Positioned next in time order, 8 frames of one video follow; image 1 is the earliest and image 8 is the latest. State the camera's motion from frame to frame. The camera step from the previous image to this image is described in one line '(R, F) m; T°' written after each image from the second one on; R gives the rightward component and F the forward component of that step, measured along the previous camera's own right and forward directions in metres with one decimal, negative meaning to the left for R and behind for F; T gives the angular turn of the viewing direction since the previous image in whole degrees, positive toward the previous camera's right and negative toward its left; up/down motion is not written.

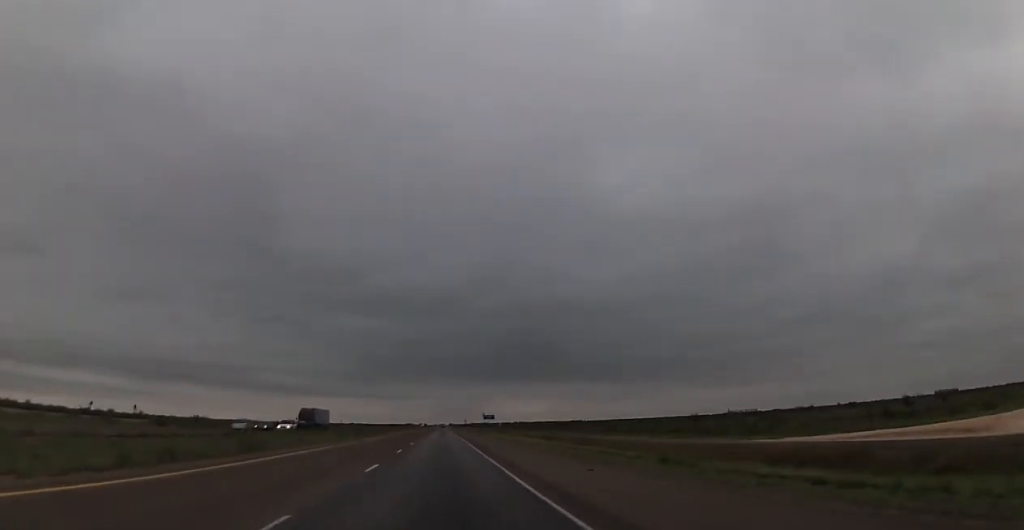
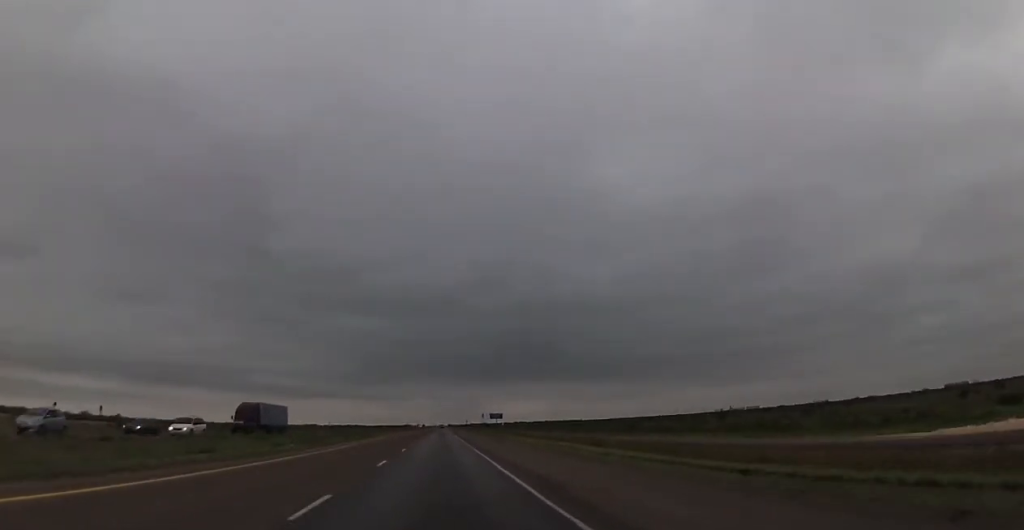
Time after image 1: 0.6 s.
(+0.1, +20.8) m; 0°
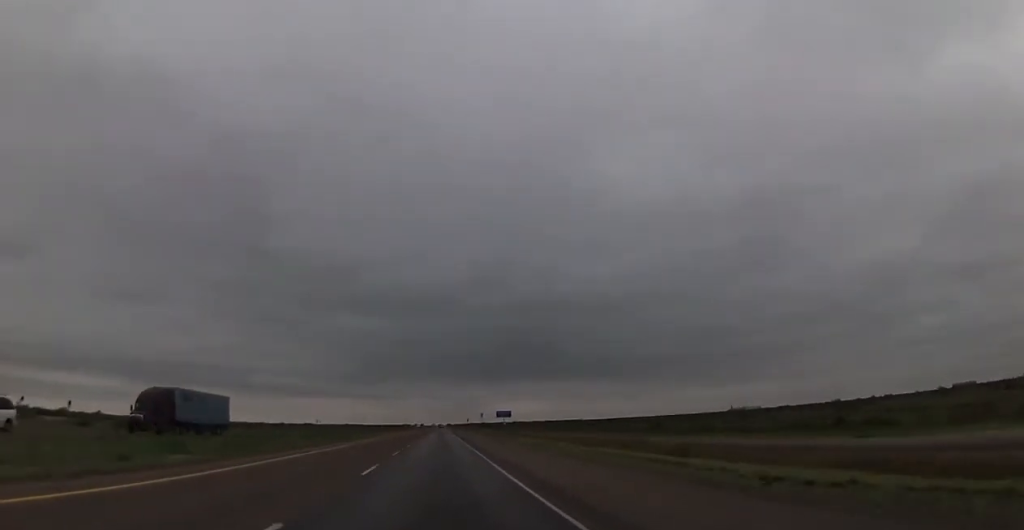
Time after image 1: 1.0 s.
(0.0, +15.9) m; 0°
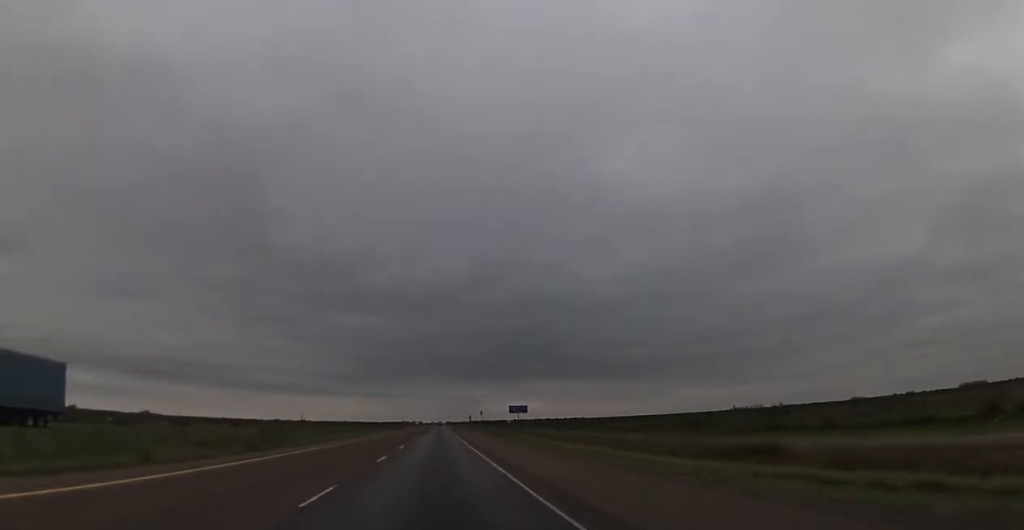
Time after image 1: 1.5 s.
(0.0, +19.6) m; 0°
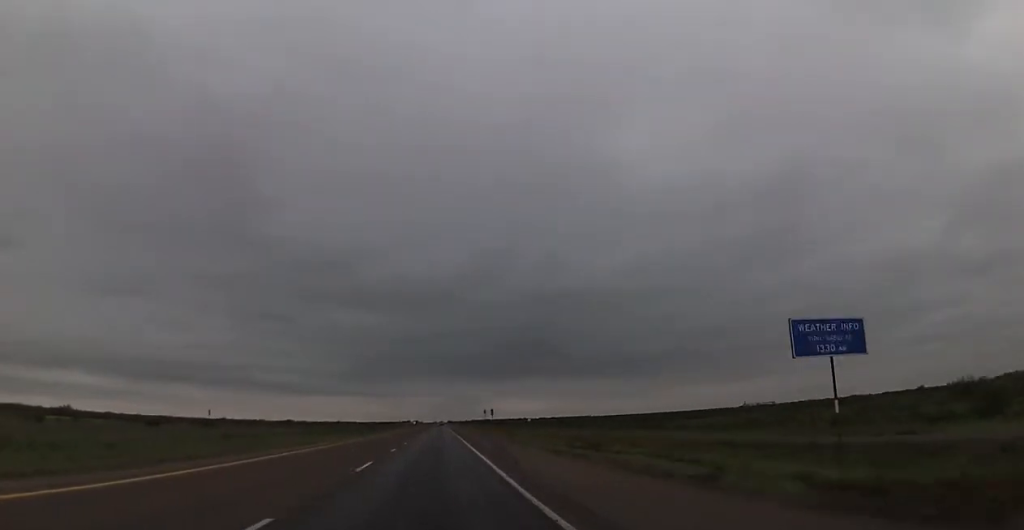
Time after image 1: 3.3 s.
(-0.2, +64.8) m; 0°
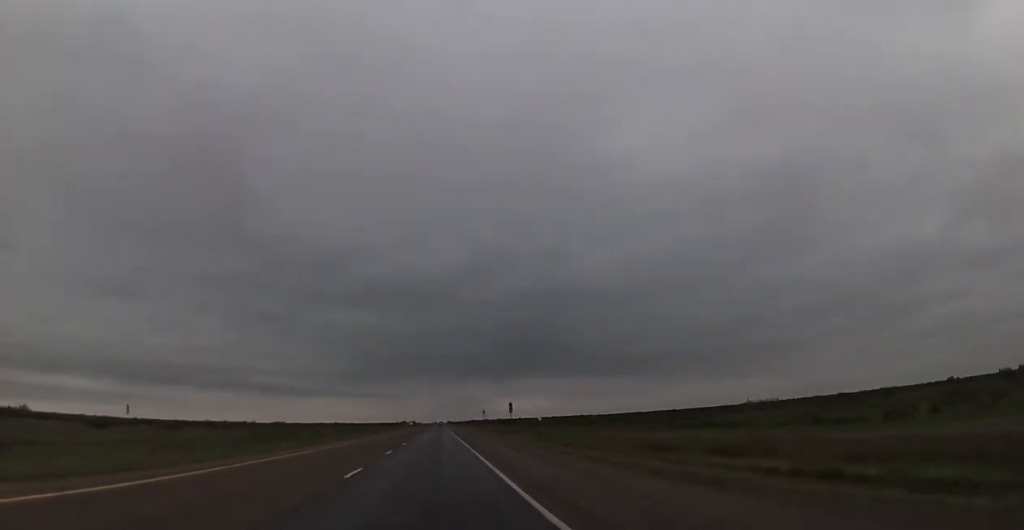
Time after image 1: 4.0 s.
(+0.2, +25.8) m; 0°
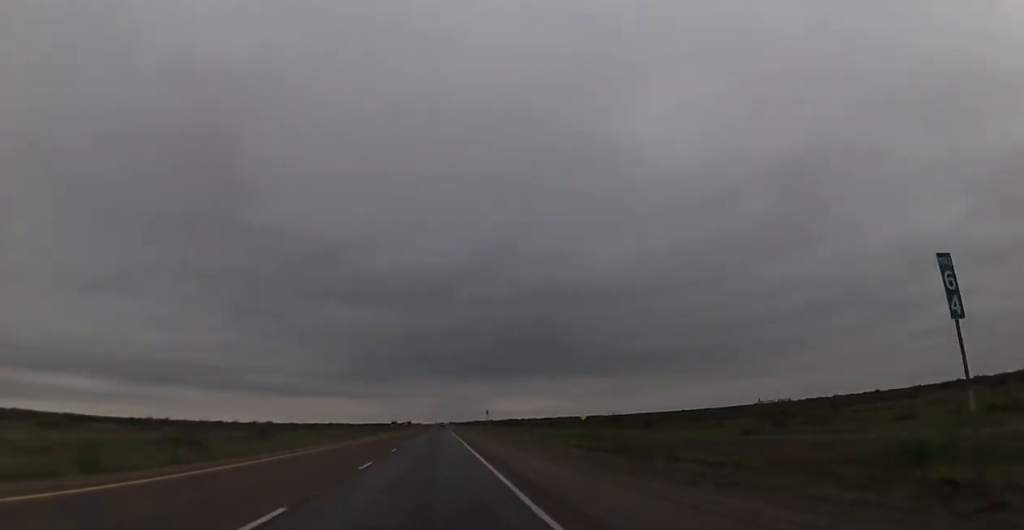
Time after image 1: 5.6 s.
(-0.1, +57.6) m; 0°
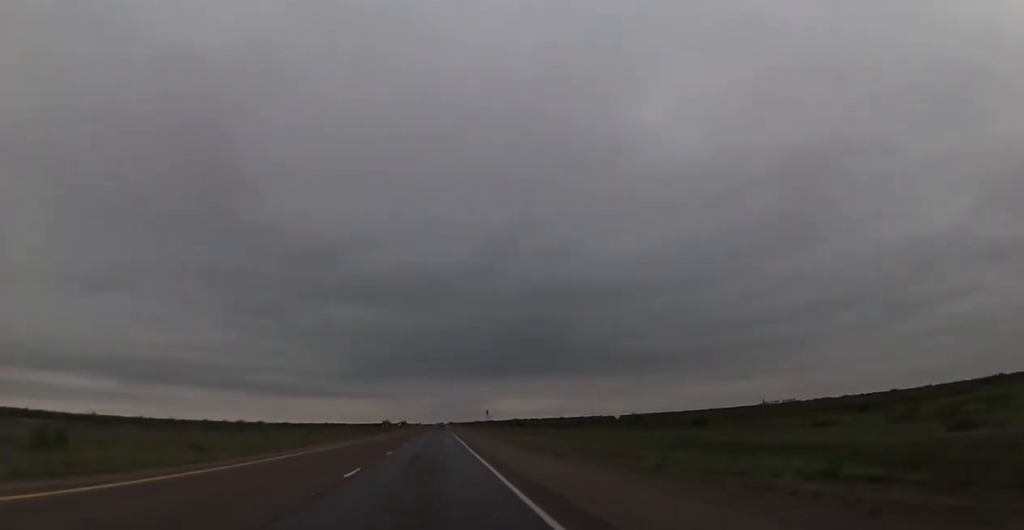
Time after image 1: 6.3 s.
(+0.2, +27.0) m; -1°
